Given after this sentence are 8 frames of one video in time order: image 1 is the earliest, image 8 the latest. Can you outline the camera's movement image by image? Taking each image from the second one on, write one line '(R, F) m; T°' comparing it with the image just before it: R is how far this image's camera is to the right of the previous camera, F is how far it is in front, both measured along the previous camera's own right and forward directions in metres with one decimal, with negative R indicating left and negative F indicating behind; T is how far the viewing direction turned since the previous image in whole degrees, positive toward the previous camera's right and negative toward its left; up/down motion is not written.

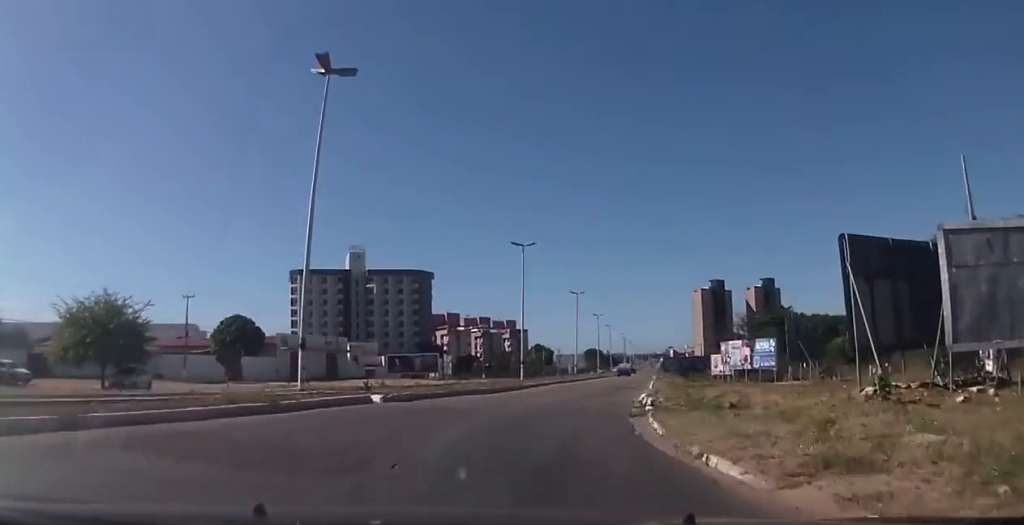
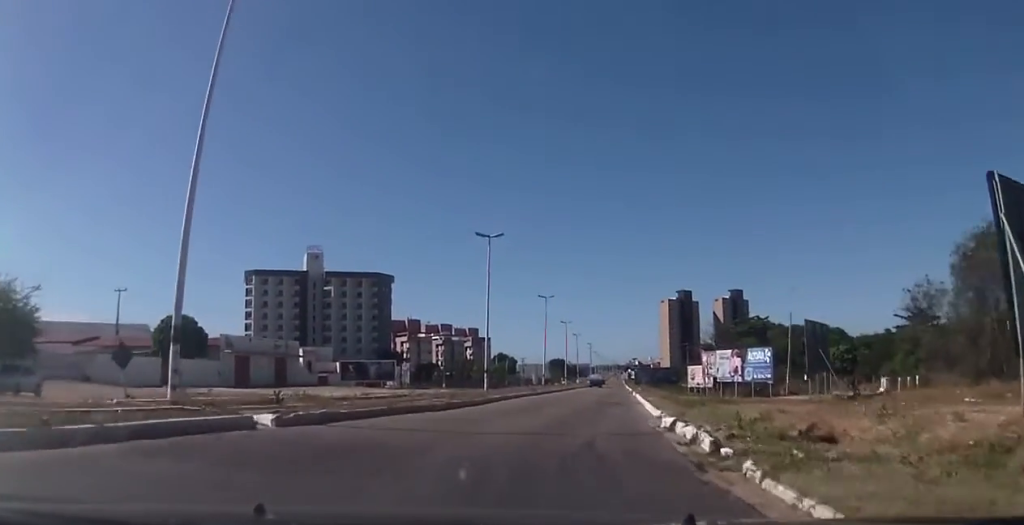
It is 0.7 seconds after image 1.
(0.0, +8.4) m; +2°
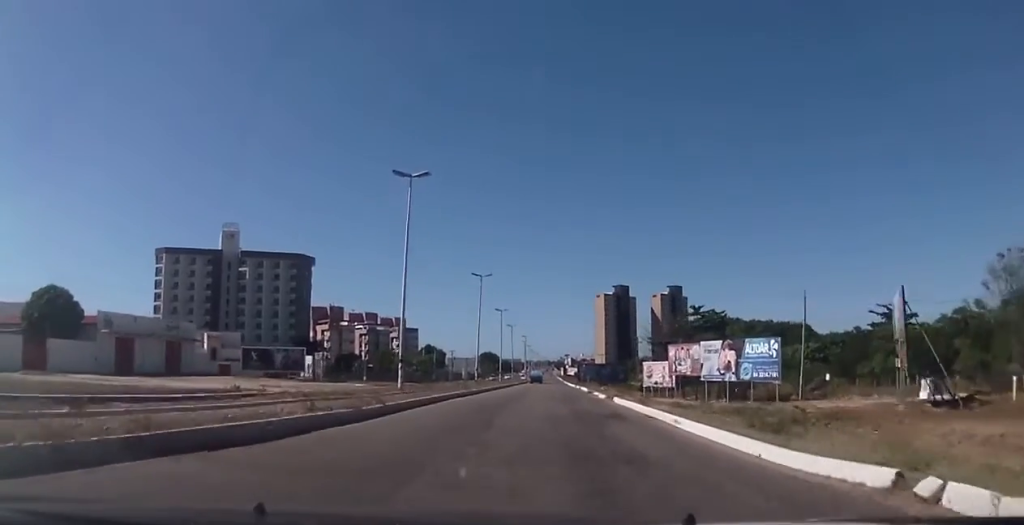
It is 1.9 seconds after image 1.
(+0.8, +16.1) m; +6°
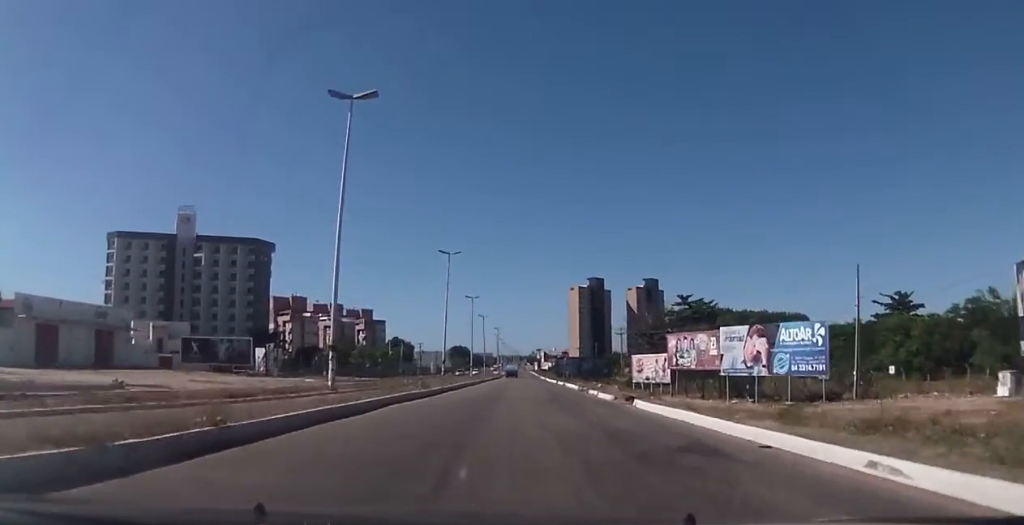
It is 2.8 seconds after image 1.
(+0.3, +11.0) m; +2°
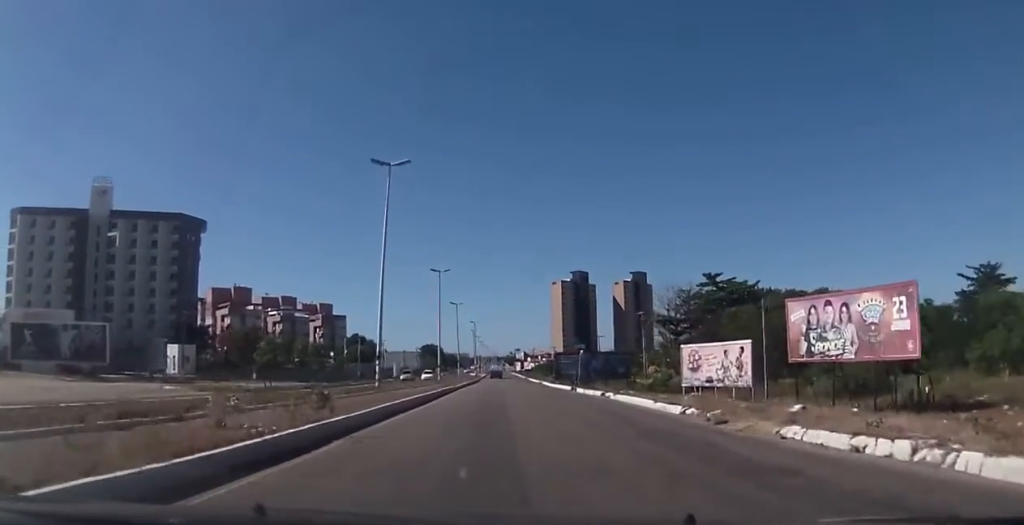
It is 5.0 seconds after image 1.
(+1.3, +27.7) m; +5°
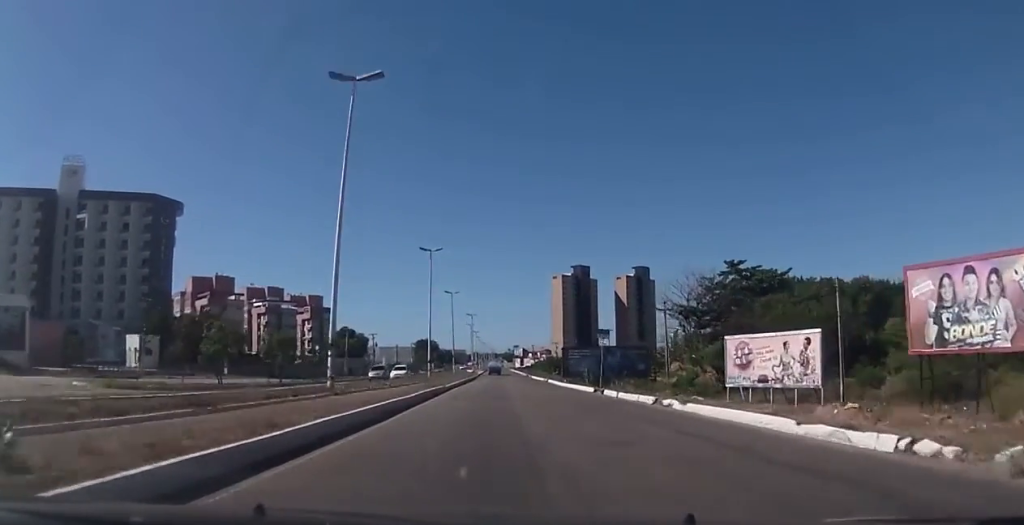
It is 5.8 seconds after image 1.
(0.0, +9.0) m; -1°
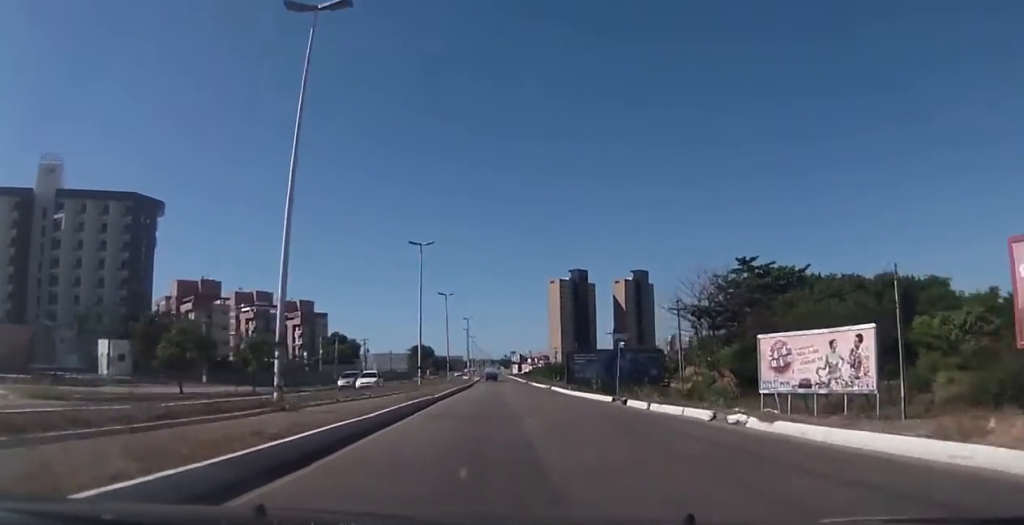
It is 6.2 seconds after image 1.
(0.0, +5.2) m; 0°
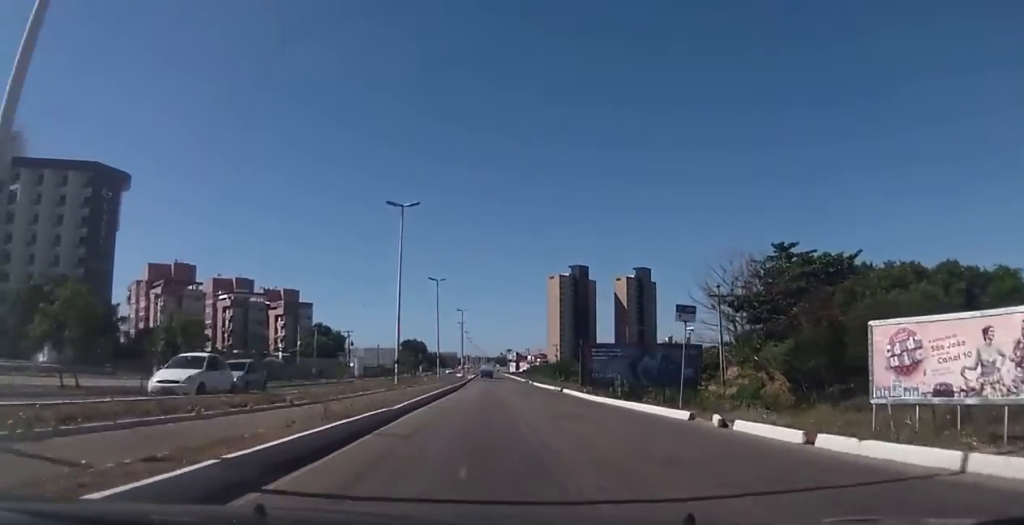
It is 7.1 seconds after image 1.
(0.0, +10.6) m; 0°
